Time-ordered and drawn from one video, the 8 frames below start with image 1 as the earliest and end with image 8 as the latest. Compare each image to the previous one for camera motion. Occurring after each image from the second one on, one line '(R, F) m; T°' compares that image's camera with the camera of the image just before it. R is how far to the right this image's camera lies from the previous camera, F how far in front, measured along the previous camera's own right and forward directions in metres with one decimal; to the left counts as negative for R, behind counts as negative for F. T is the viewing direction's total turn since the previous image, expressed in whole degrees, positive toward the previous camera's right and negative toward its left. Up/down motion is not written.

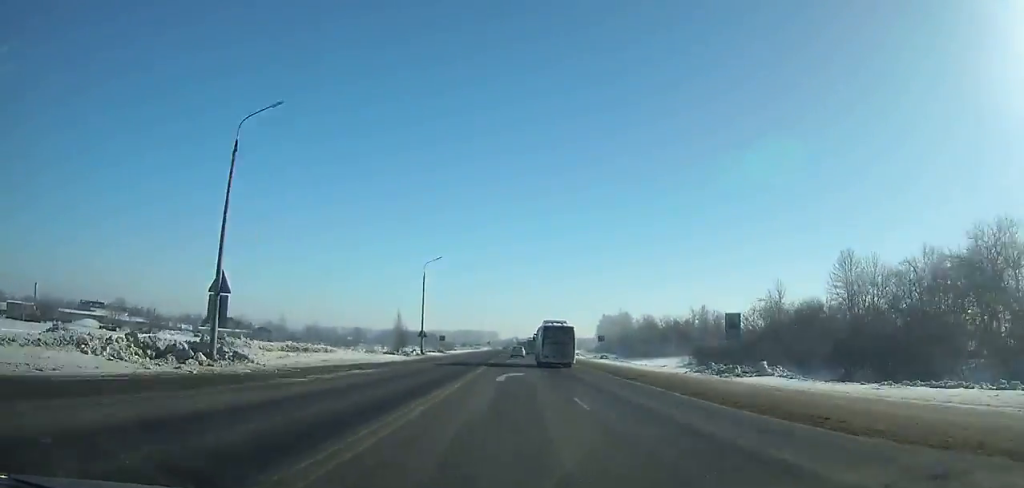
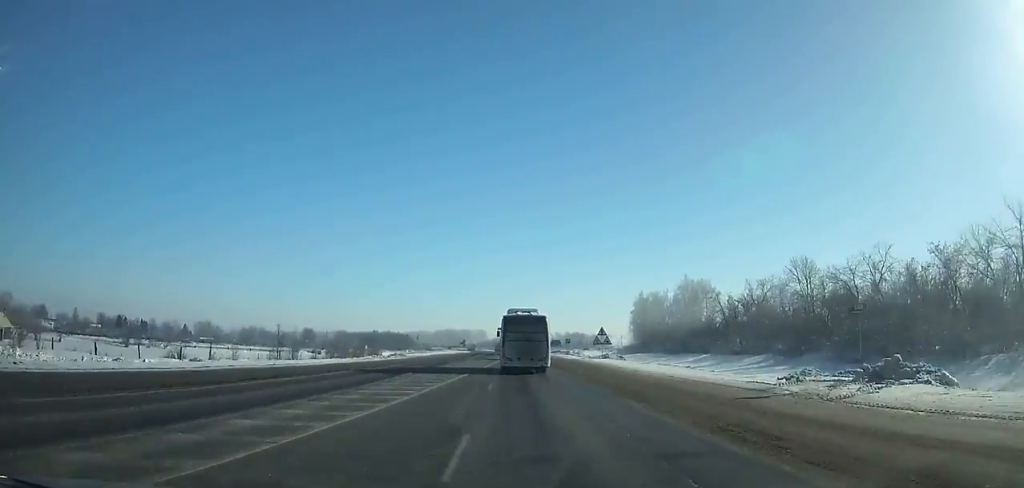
(+0.6, +113.6) m; 0°
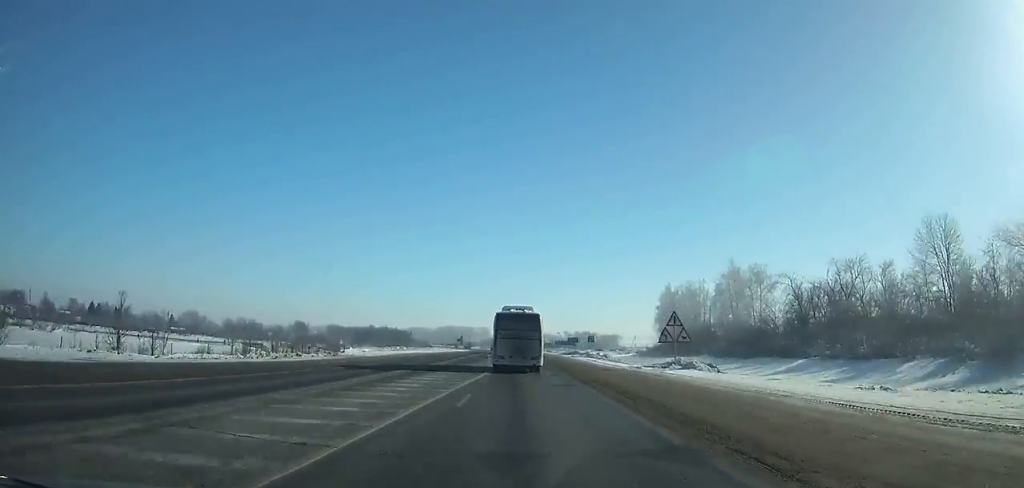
(-0.2, +30.7) m; 0°
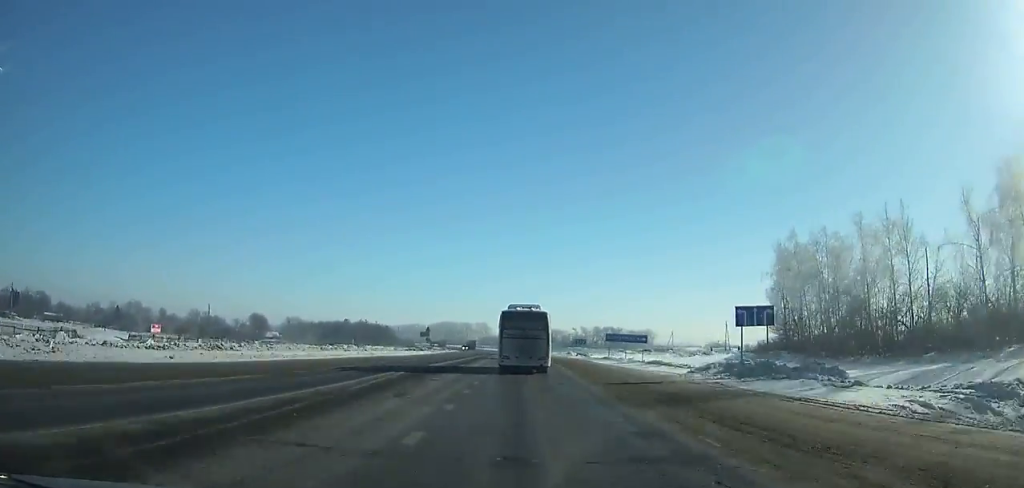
(-0.3, +78.3) m; 0°
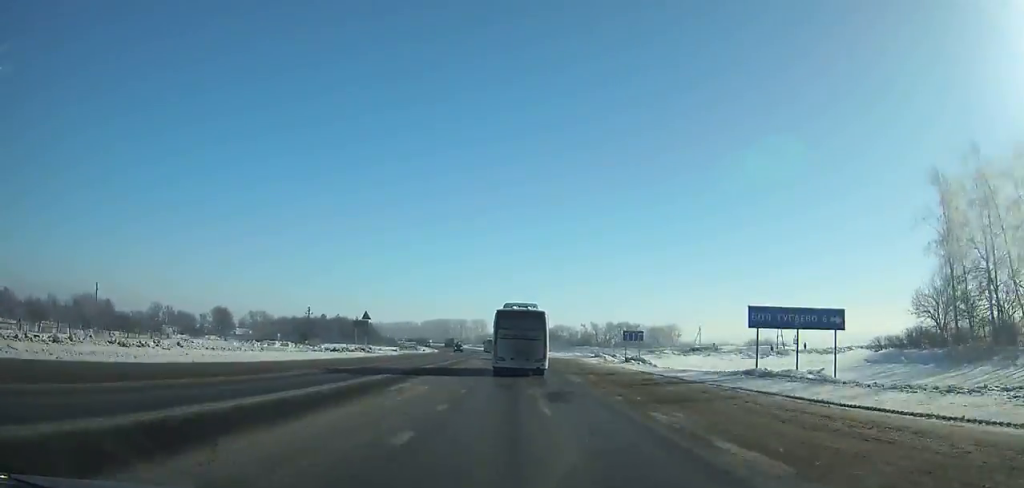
(-0.1, +42.7) m; -1°
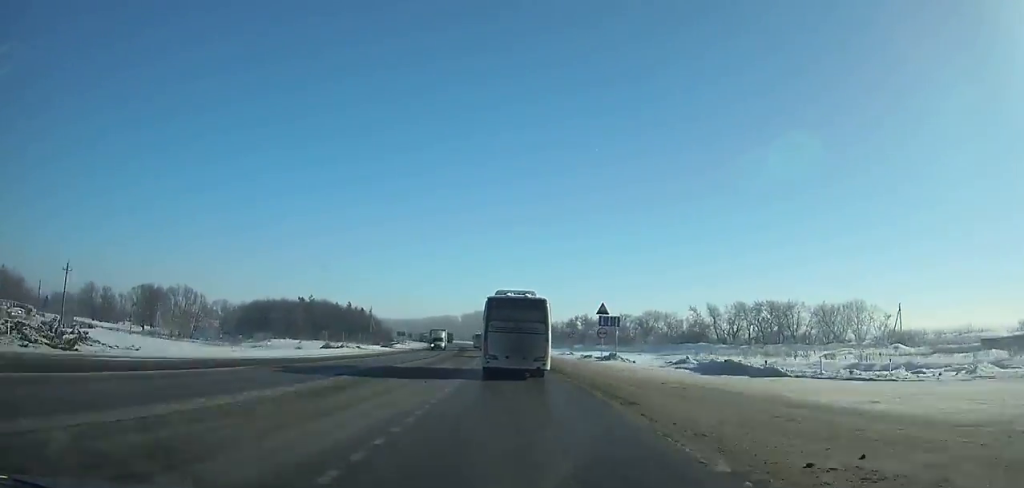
(-3.4, +103.2) m; -6°
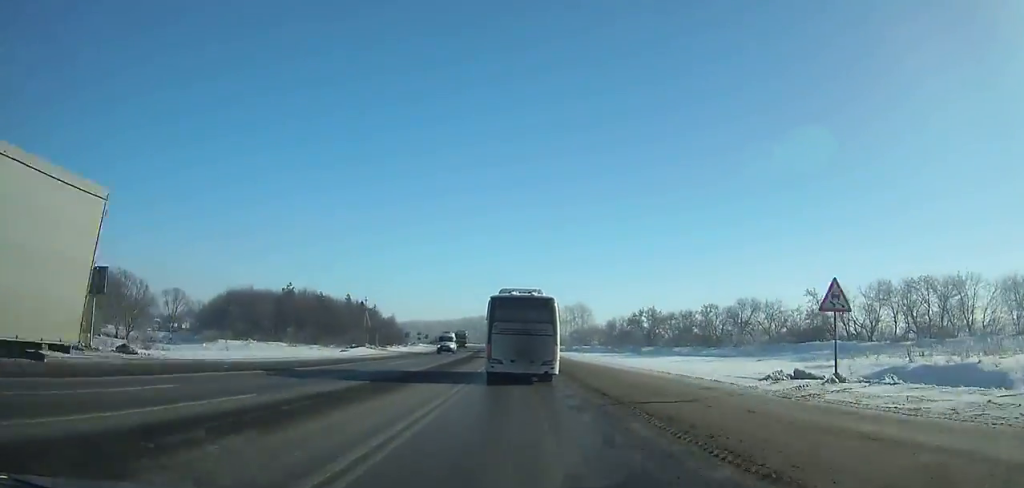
(-2.3, +48.8) m; -3°
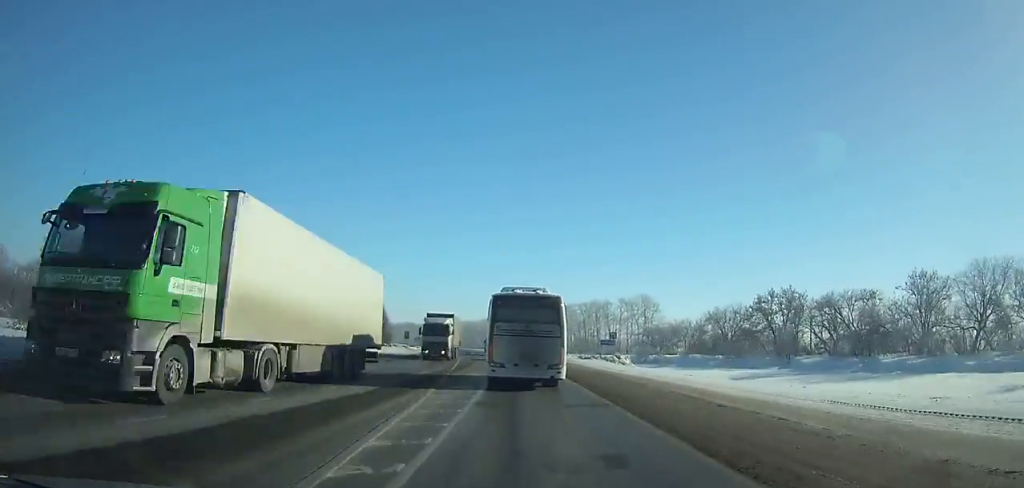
(-2.1, +68.6) m; -4°
